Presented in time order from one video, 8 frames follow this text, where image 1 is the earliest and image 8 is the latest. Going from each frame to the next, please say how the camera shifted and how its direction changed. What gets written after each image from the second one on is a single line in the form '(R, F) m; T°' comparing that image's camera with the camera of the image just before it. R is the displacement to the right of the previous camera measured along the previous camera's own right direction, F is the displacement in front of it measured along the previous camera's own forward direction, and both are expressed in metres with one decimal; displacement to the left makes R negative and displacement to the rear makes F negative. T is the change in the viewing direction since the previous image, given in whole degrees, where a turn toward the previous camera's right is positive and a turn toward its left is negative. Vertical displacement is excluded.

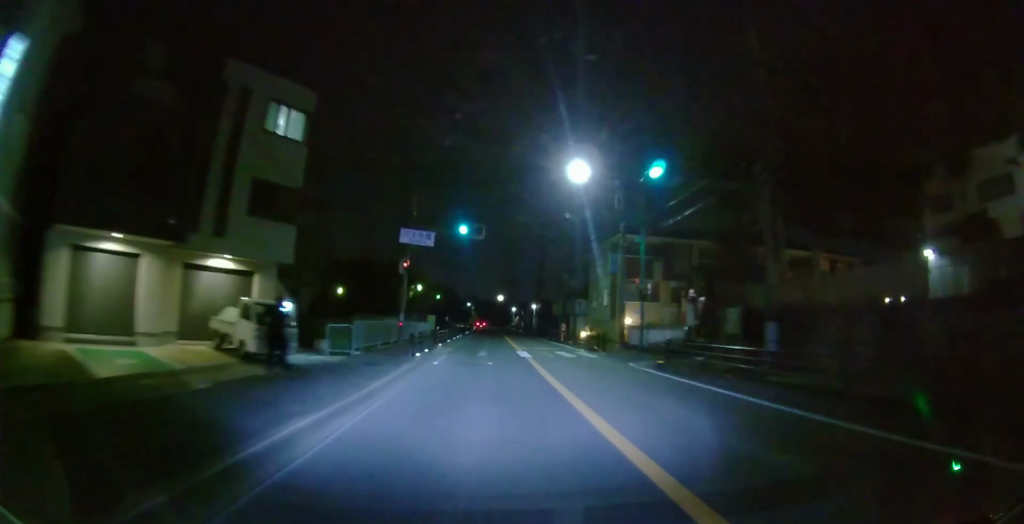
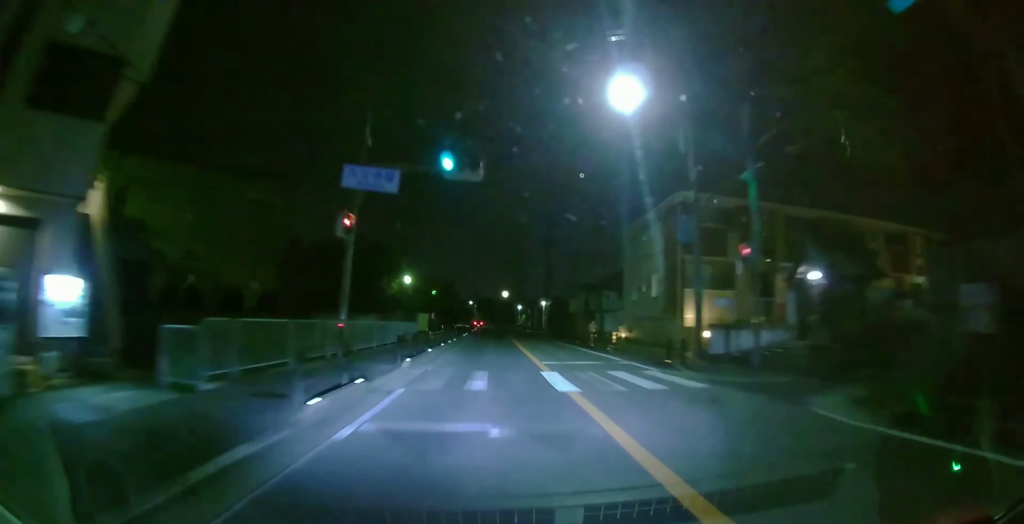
(-0.3, +11.0) m; -1°
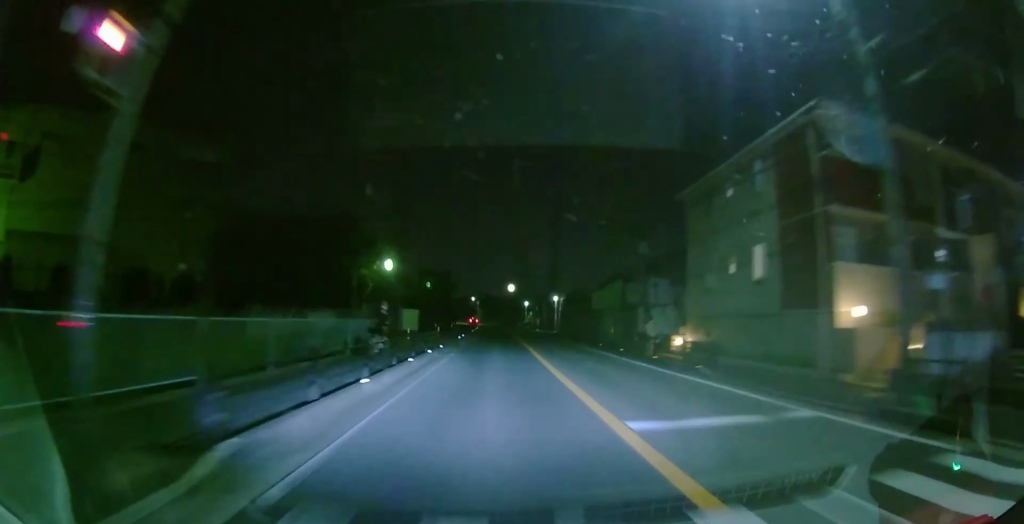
(-0.1, +10.7) m; +1°
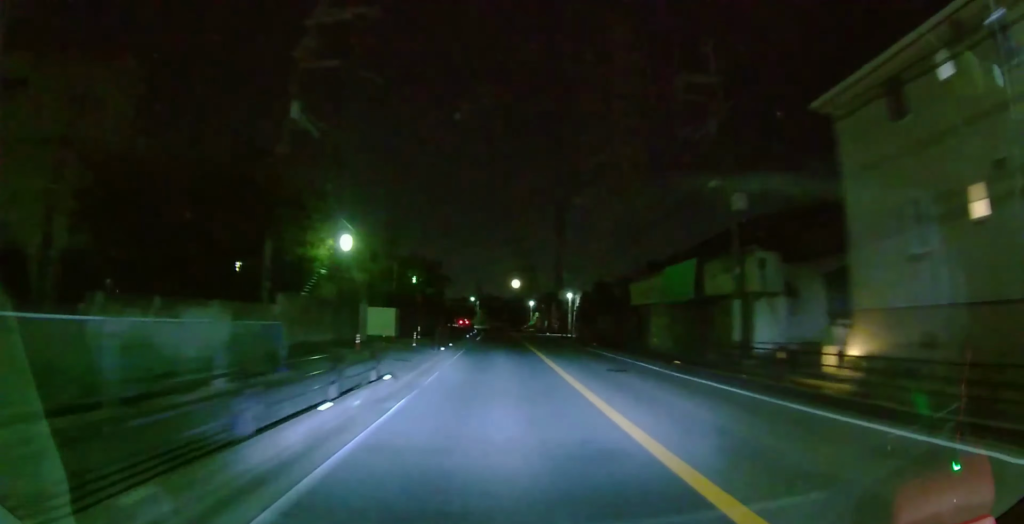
(+0.2, +11.5) m; +1°
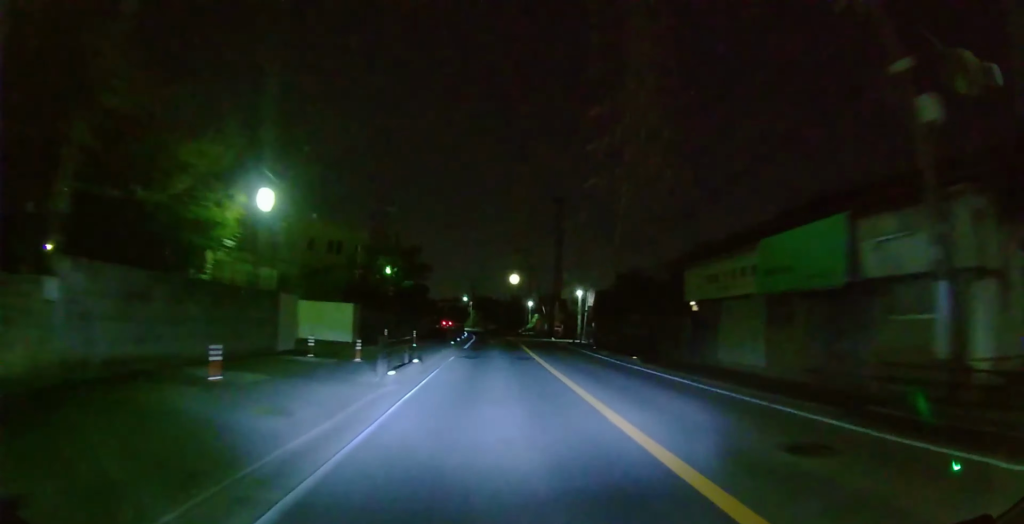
(0.0, +9.5) m; -1°
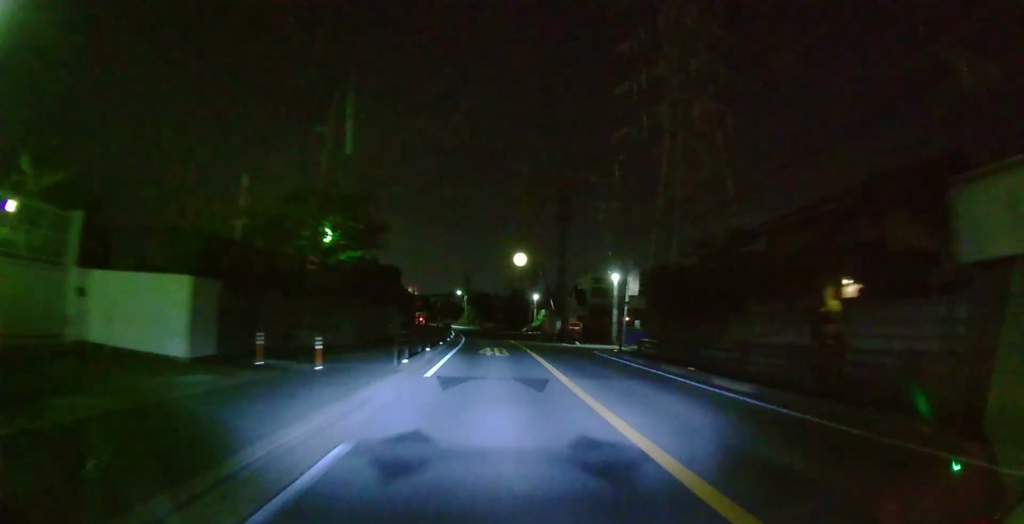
(-0.4, +14.5) m; -3°
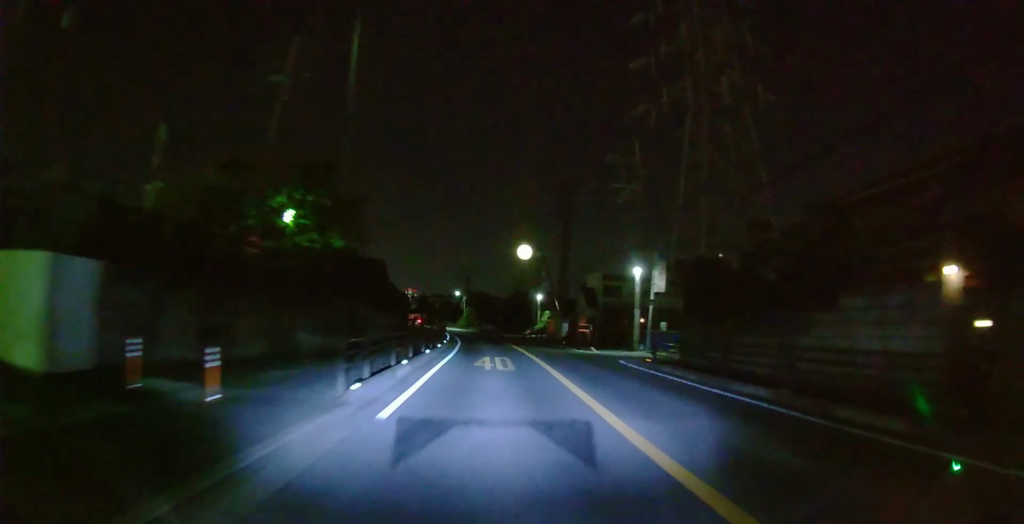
(0.0, +5.5) m; 0°
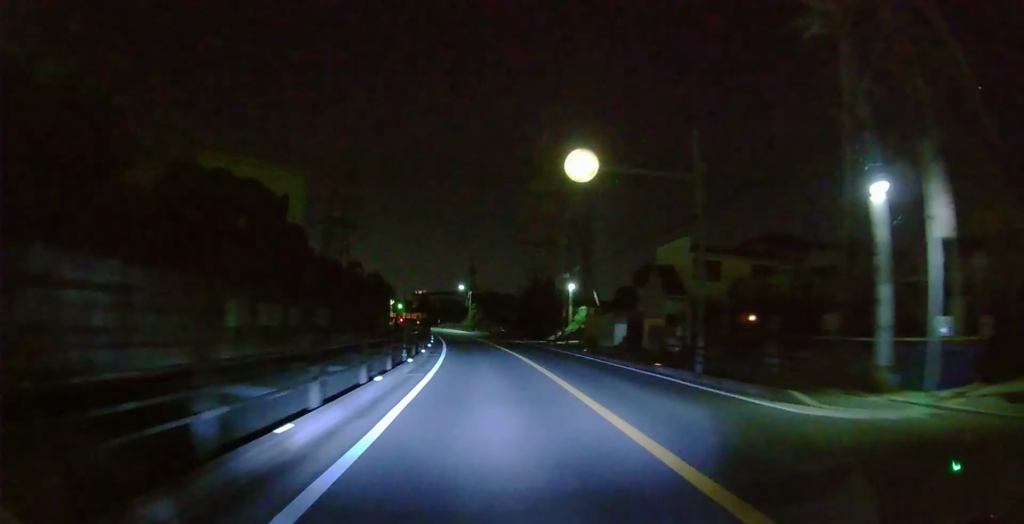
(0.0, +18.7) m; 0°
